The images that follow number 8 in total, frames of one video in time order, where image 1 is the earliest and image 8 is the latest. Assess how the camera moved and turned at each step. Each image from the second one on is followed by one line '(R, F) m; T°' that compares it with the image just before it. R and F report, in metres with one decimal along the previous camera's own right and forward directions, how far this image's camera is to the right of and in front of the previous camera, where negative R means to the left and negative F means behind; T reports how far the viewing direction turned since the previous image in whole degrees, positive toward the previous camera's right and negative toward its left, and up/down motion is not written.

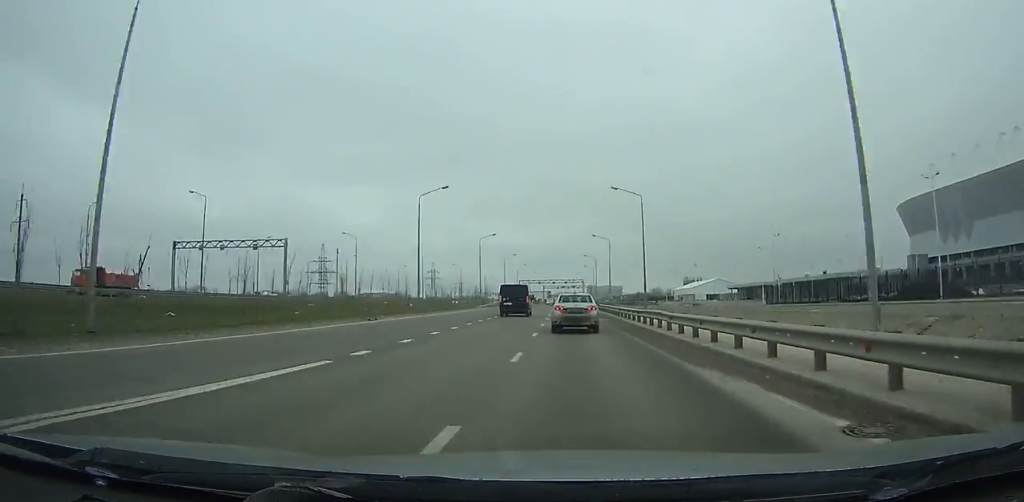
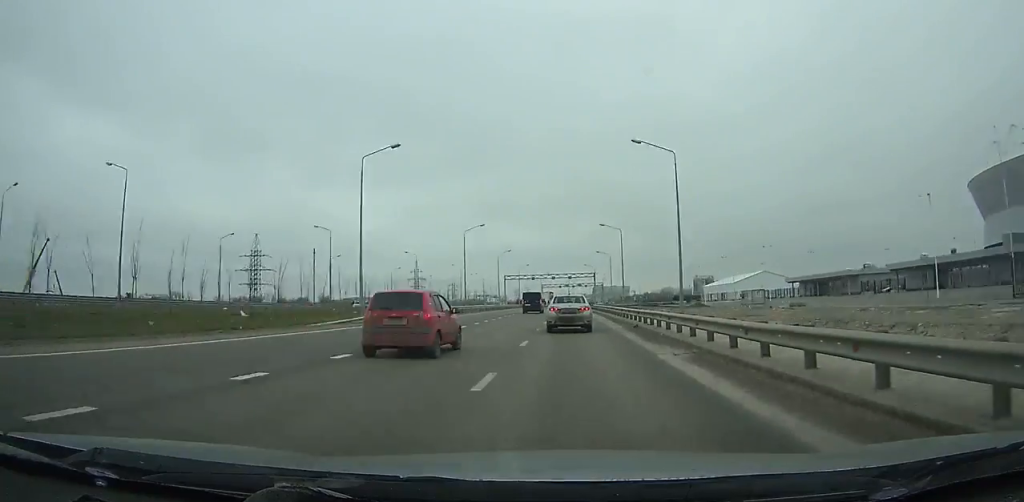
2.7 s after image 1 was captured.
(-0.6, +49.4) m; -1°
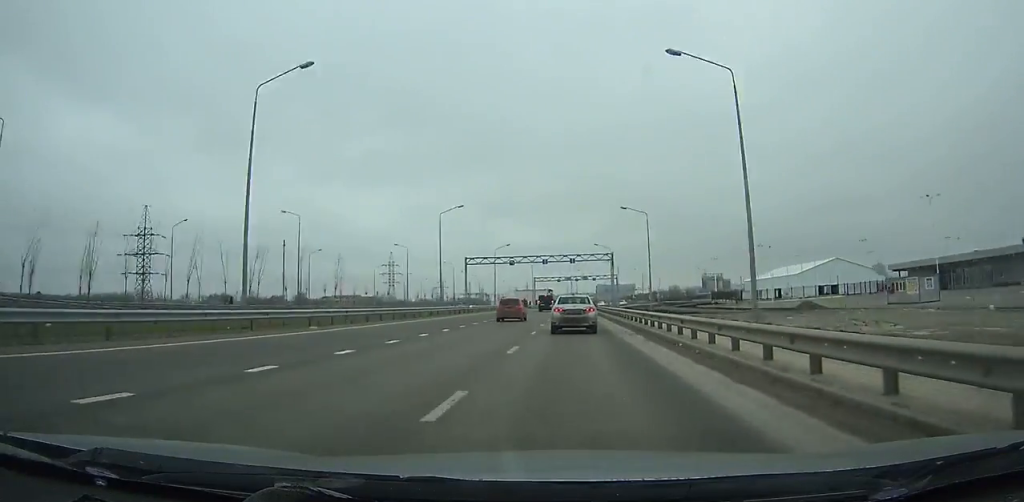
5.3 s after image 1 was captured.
(-0.2, +47.5) m; 0°
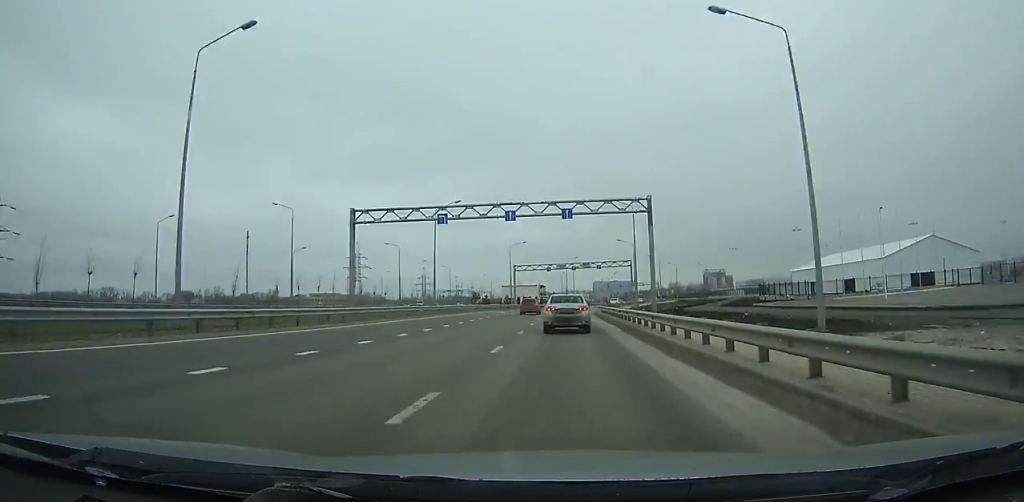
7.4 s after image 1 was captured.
(+0.2, +38.1) m; +2°
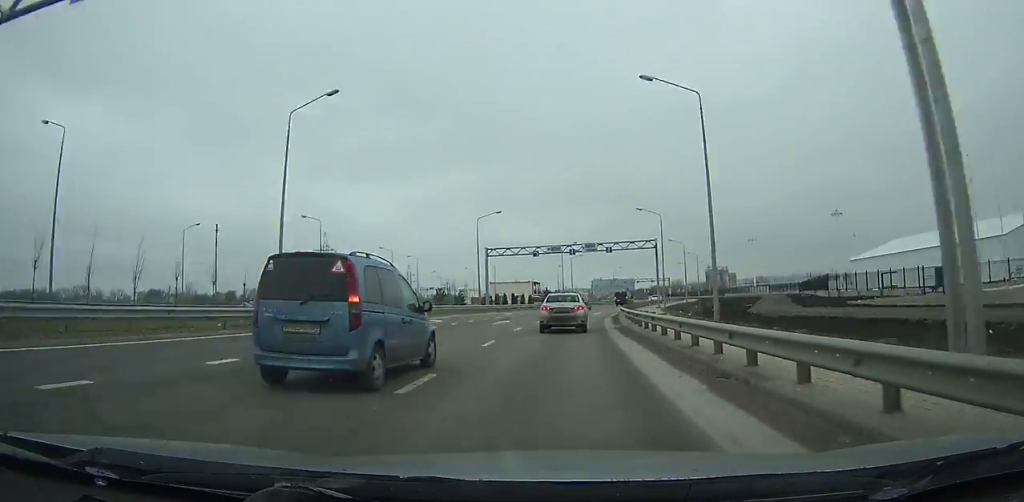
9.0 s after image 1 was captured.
(-0.4, +28.9) m; +2°
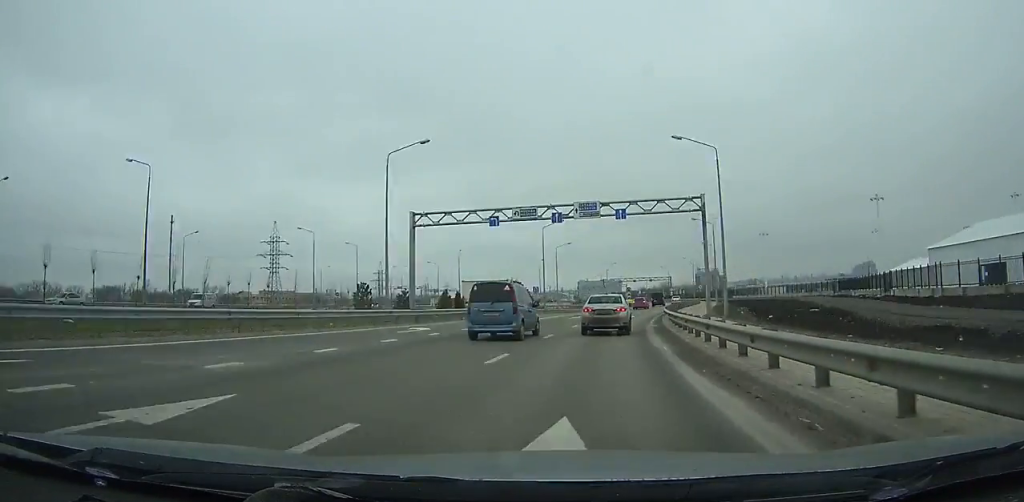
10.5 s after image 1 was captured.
(+1.3, +27.0) m; +4°
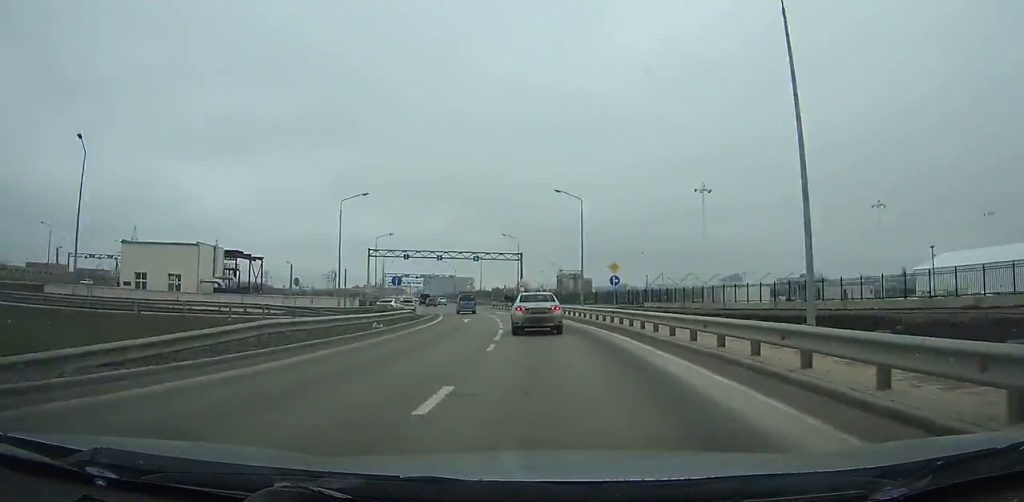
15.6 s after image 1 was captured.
(+6.0, +91.1) m; +1°
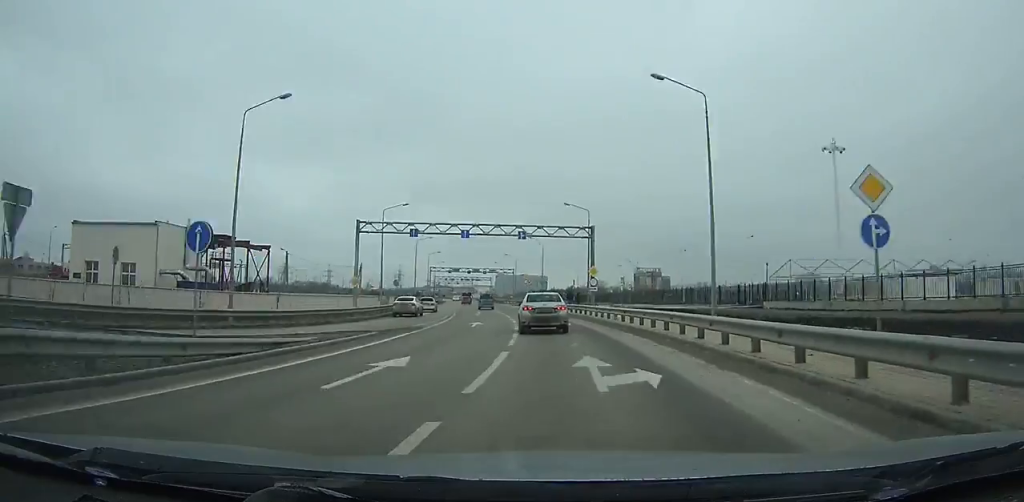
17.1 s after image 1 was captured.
(-0.9, +26.9) m; -4°
